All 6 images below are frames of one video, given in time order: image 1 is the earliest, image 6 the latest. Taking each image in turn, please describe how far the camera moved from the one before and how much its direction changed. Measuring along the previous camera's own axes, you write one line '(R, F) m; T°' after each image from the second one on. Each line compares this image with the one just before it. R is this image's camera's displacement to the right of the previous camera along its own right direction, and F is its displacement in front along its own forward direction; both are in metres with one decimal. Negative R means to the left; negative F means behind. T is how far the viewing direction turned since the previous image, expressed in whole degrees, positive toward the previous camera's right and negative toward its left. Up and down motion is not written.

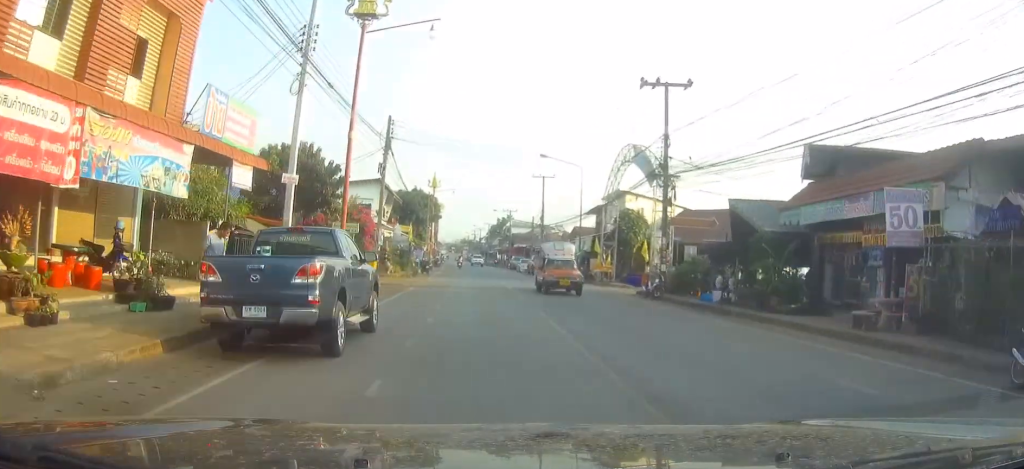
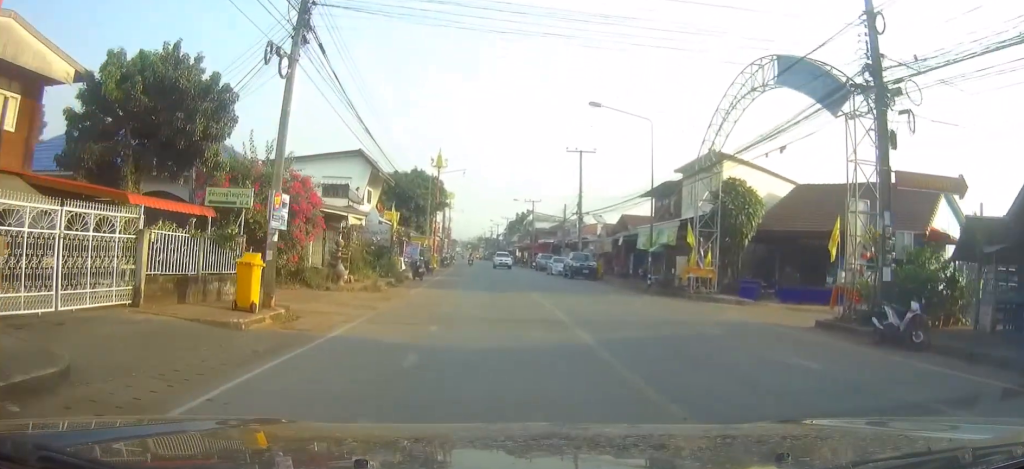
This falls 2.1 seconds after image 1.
(-0.3, +18.0) m; -2°
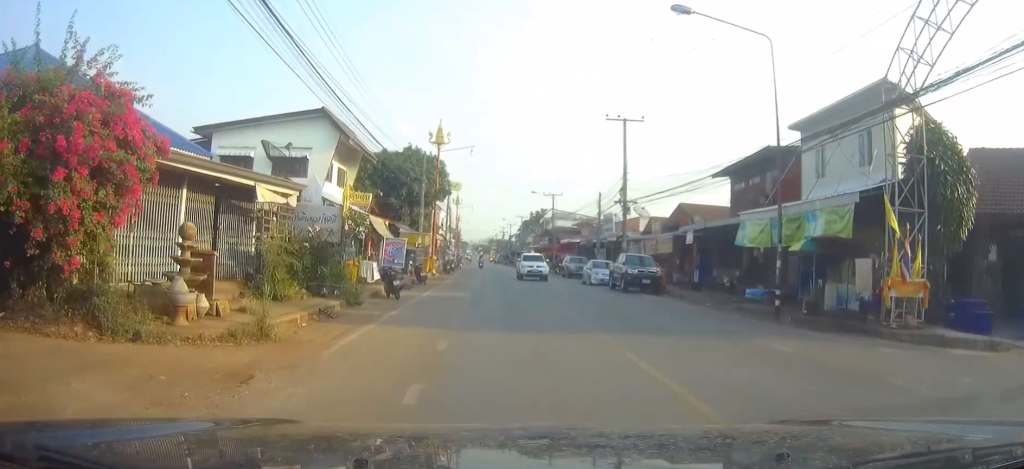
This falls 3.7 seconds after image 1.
(-0.4, +14.3) m; -2°
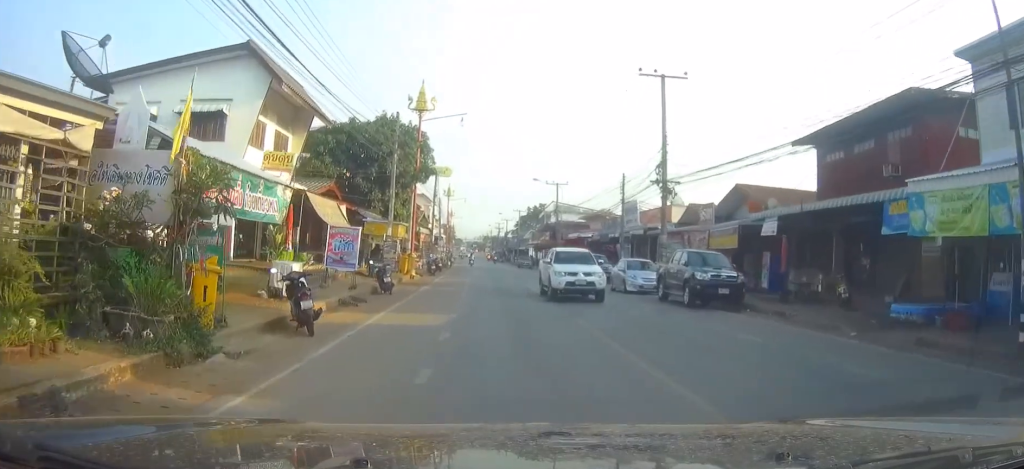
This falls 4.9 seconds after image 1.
(-0.1, +11.0) m; 0°
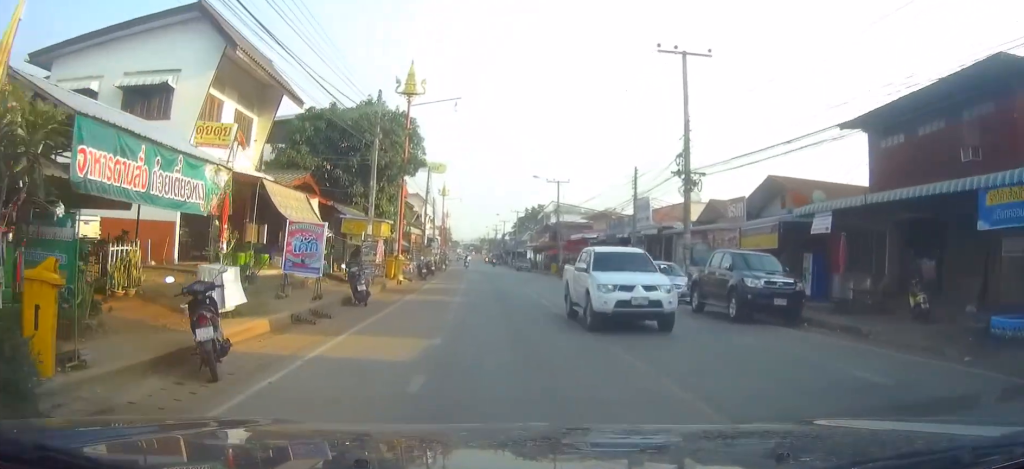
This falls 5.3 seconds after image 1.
(0.0, +4.3) m; 0°
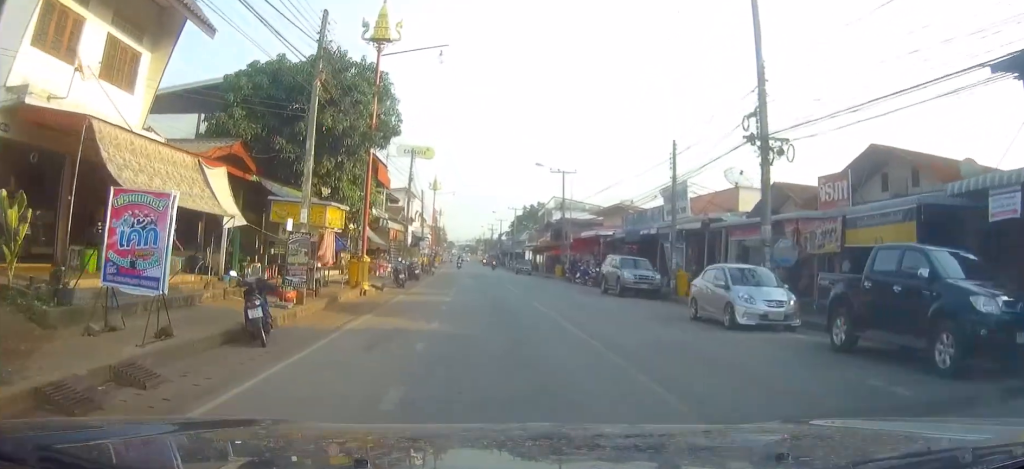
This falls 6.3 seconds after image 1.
(+0.1, +8.8) m; 0°
